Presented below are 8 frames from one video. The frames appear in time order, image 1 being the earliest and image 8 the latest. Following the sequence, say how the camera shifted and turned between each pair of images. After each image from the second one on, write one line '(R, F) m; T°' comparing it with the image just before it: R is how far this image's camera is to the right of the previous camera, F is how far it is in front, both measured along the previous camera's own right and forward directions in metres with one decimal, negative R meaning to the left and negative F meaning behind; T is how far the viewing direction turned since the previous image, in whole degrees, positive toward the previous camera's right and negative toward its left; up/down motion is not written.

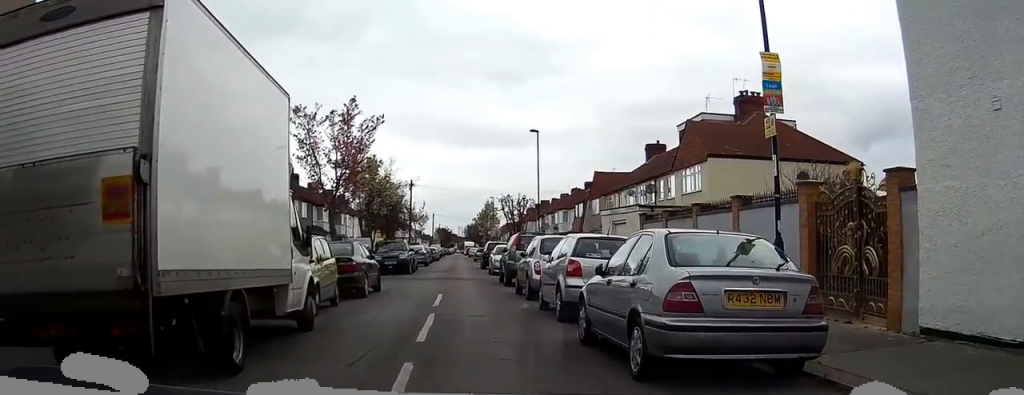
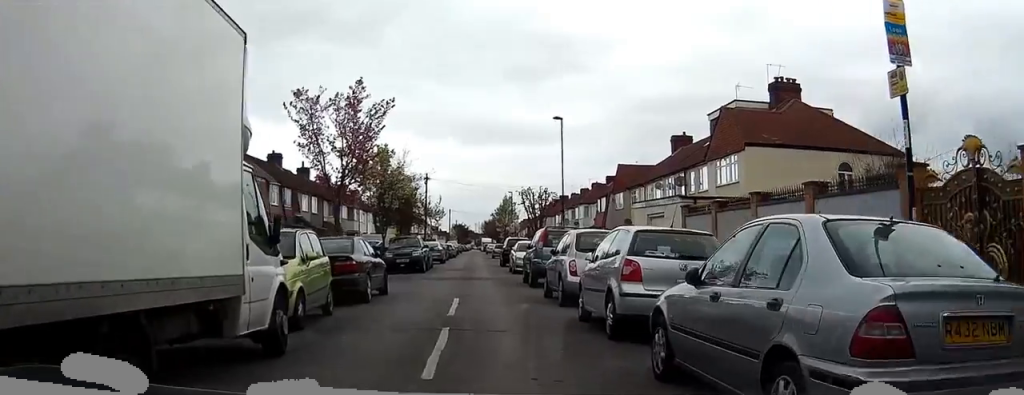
(0.0, +3.3) m; -2°
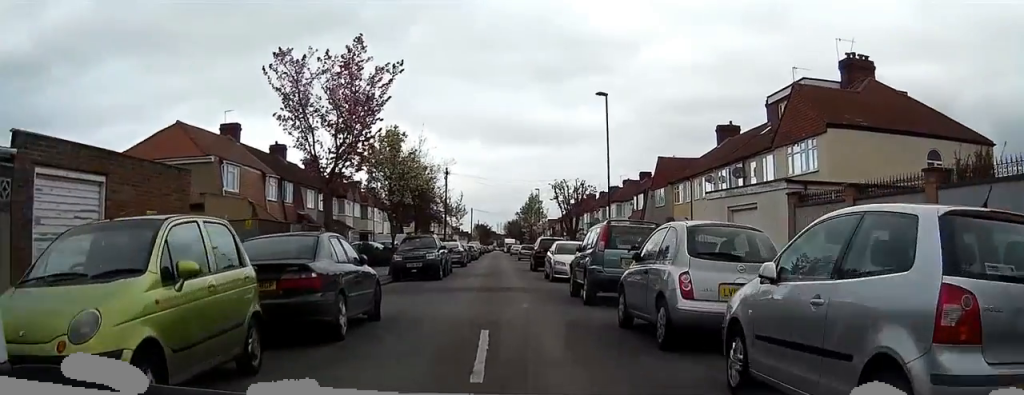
(-0.2, +6.7) m; -1°
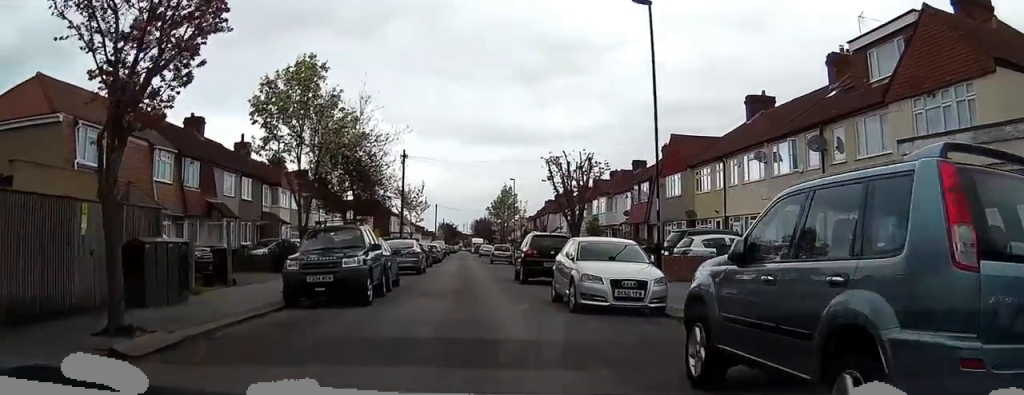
(+0.7, +12.5) m; +7°
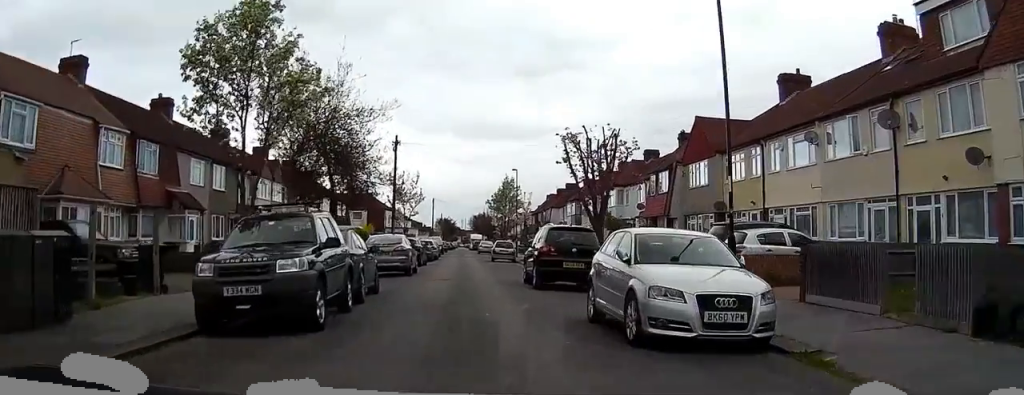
(+0.1, +5.3) m; +2°
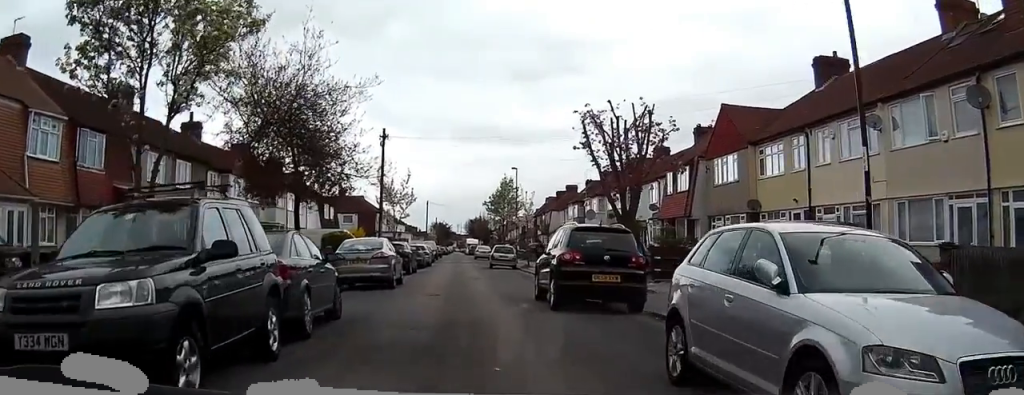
(+0.1, +5.0) m; +1°
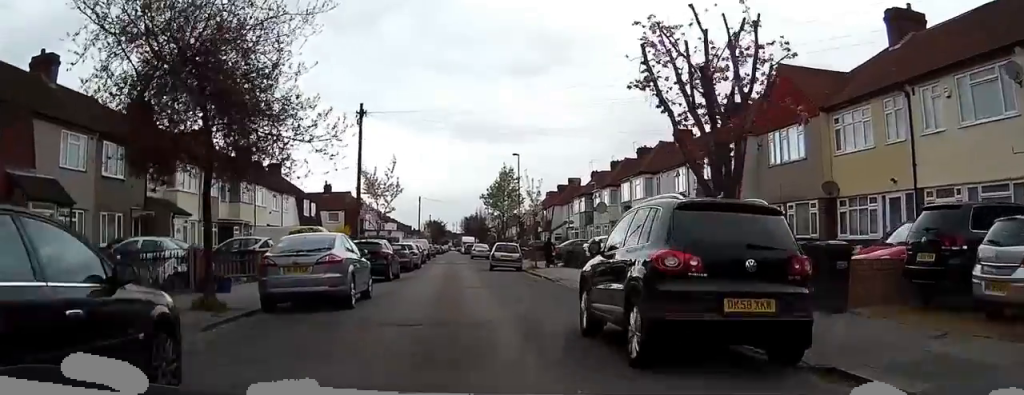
(+0.1, +7.7) m; +1°
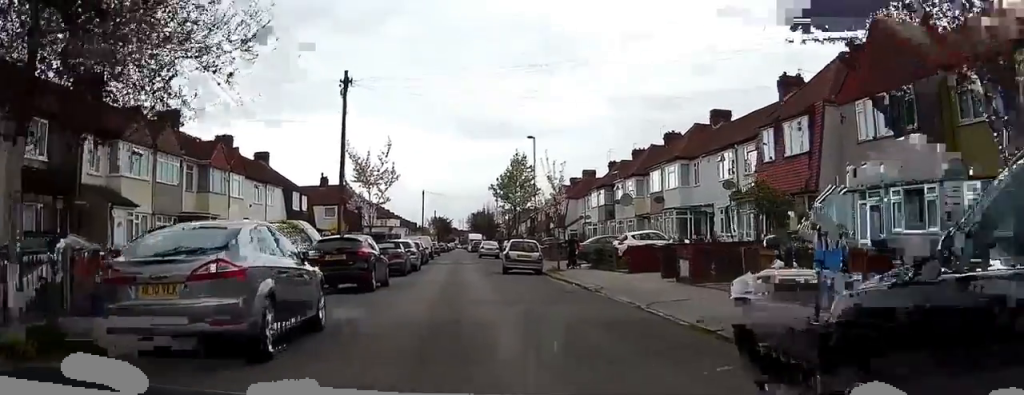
(0.0, +7.2) m; 0°
